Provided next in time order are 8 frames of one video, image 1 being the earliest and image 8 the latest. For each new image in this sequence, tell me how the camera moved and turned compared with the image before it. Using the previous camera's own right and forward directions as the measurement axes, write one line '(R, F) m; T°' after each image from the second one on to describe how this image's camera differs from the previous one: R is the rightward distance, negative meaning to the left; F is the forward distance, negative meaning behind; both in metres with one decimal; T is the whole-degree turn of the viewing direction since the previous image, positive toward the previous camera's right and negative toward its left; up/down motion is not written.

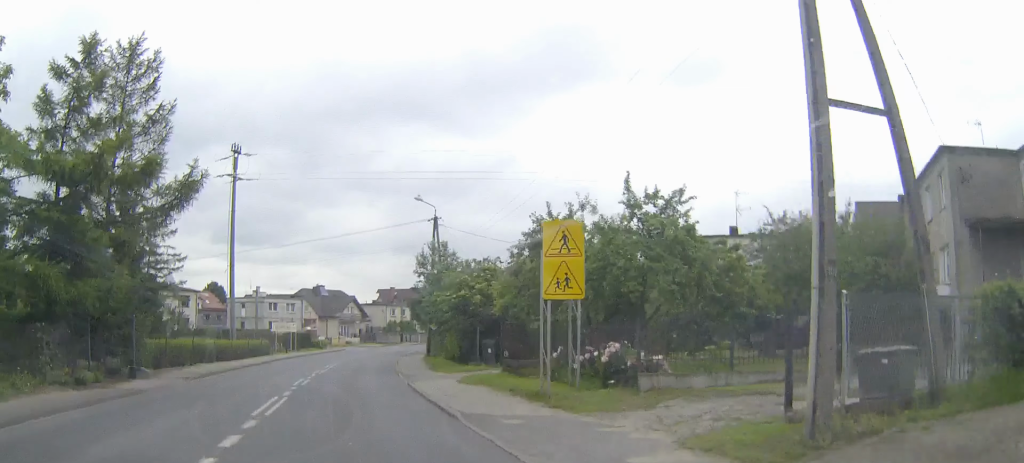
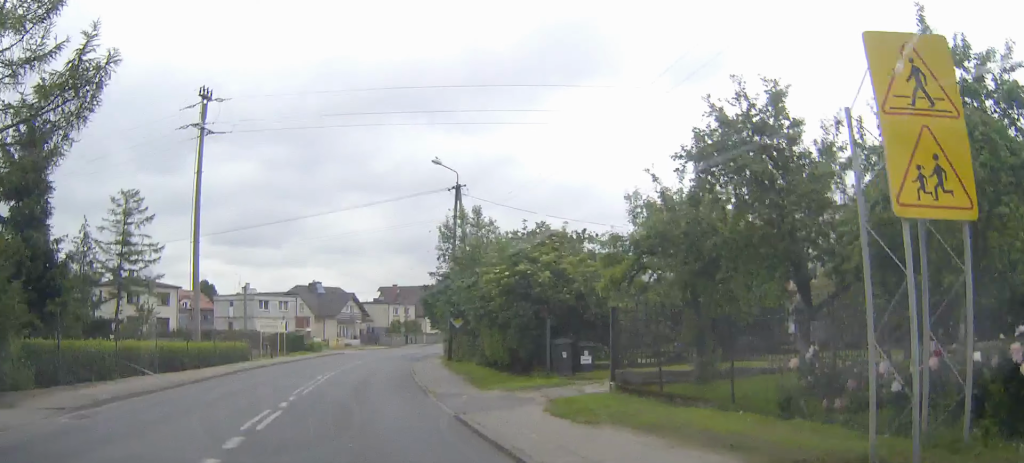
(0.0, +11.1) m; 0°
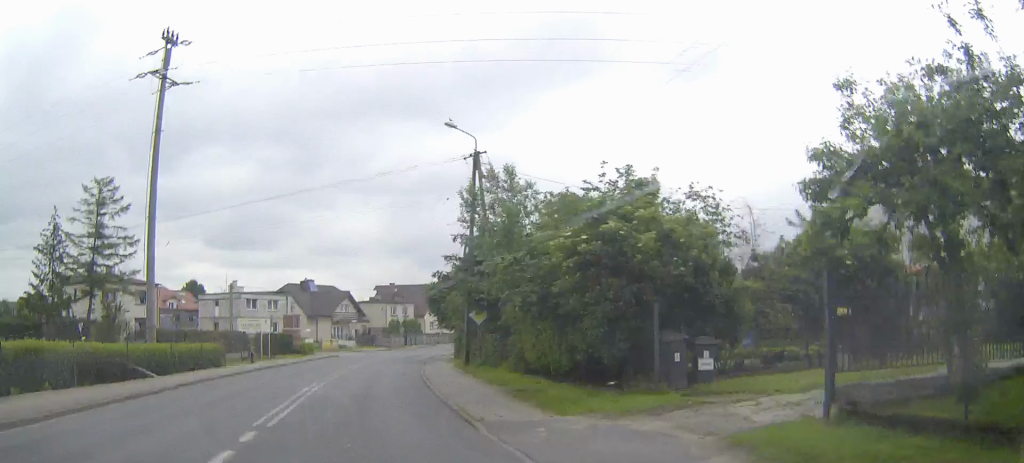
(0.0, +7.6) m; 0°
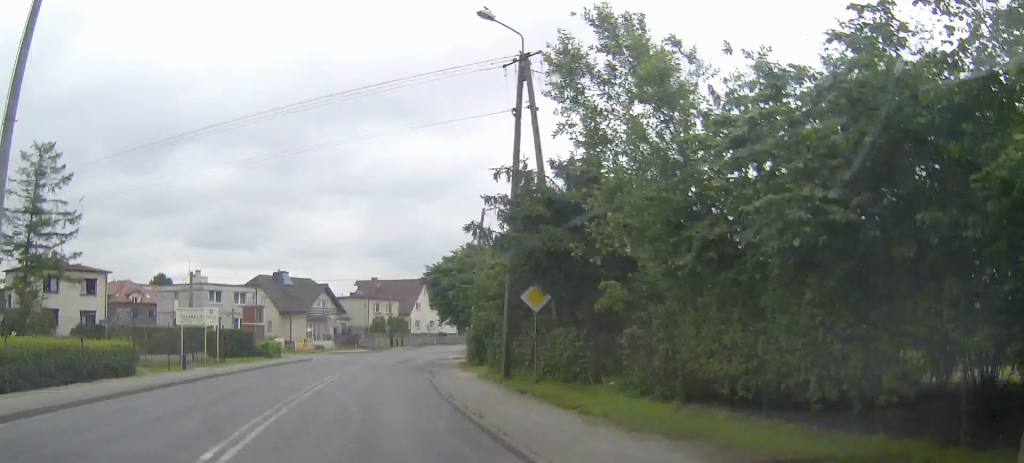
(+0.1, +12.0) m; +1°
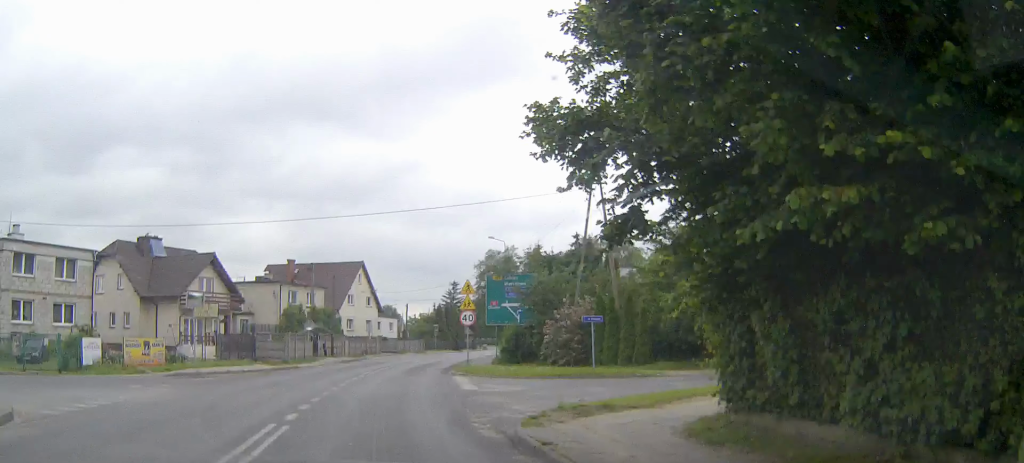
(+1.6, +35.3) m; +6°
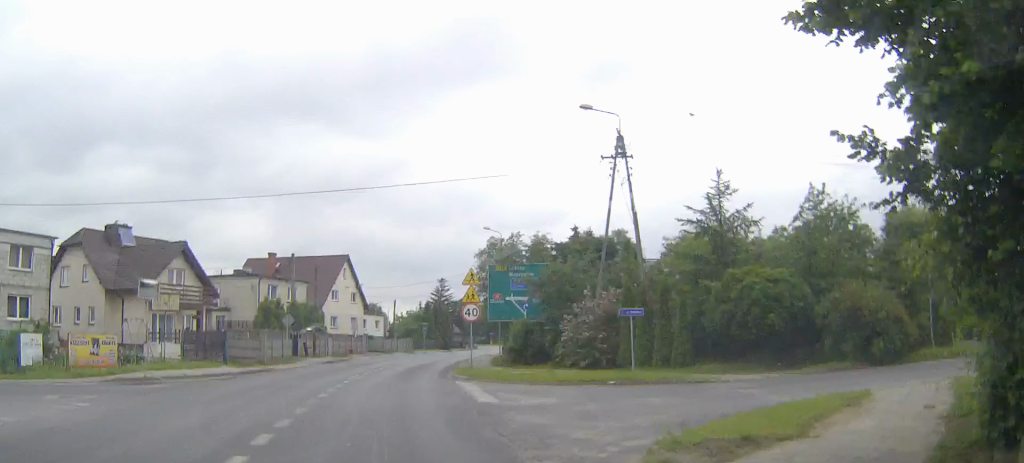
(+0.1, +5.5) m; +1°
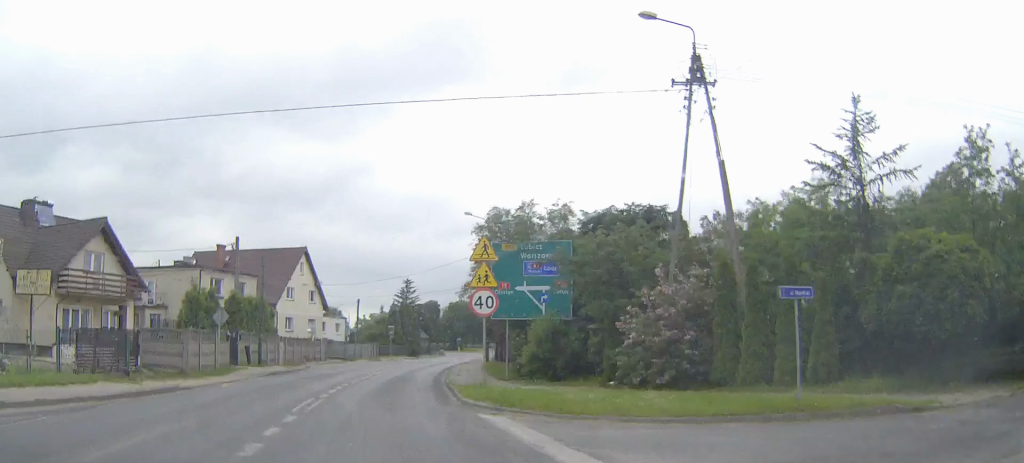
(+0.2, +11.0) m; +2°
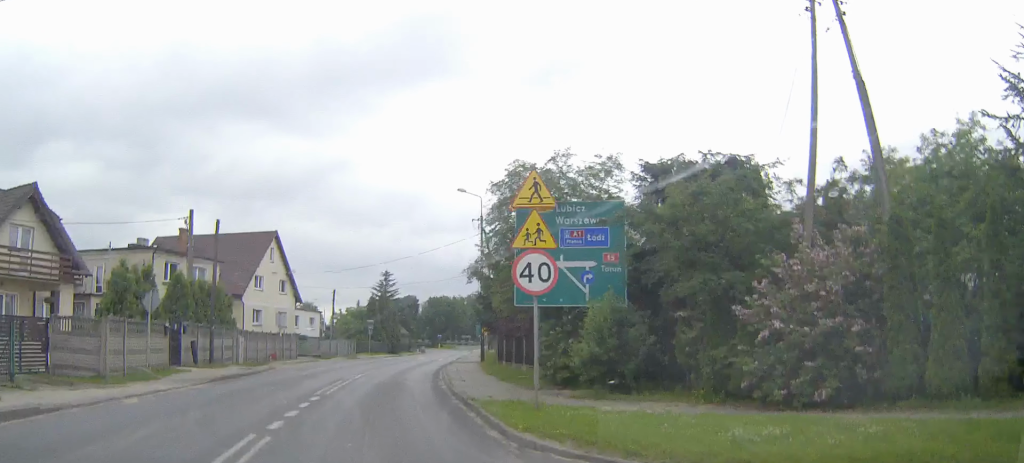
(+0.1, +7.9) m; +2°
